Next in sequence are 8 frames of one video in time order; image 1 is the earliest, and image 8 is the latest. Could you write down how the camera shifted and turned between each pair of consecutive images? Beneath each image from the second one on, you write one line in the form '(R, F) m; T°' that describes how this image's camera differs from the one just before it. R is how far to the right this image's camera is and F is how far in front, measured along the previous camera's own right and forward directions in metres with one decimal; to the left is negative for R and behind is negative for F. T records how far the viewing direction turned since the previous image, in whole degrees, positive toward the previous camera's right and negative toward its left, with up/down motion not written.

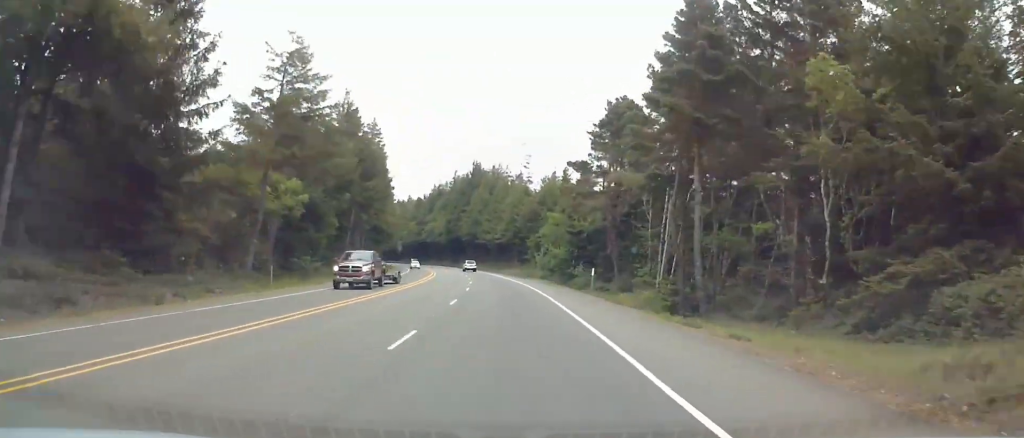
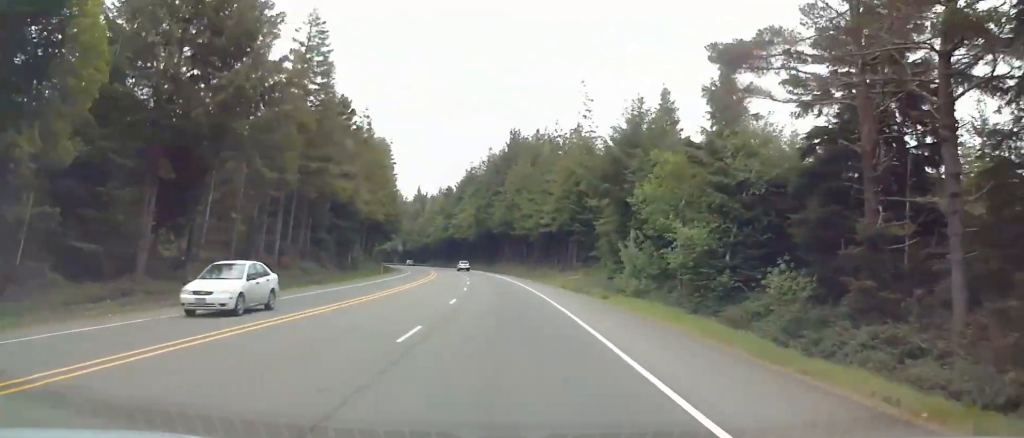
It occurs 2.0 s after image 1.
(-2.1, +48.7) m; -5°
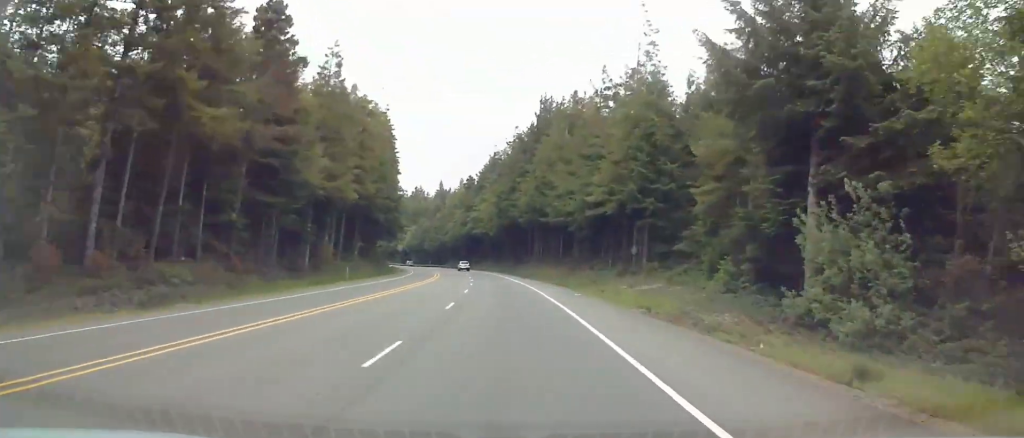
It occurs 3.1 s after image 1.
(-0.9, +27.7) m; -3°
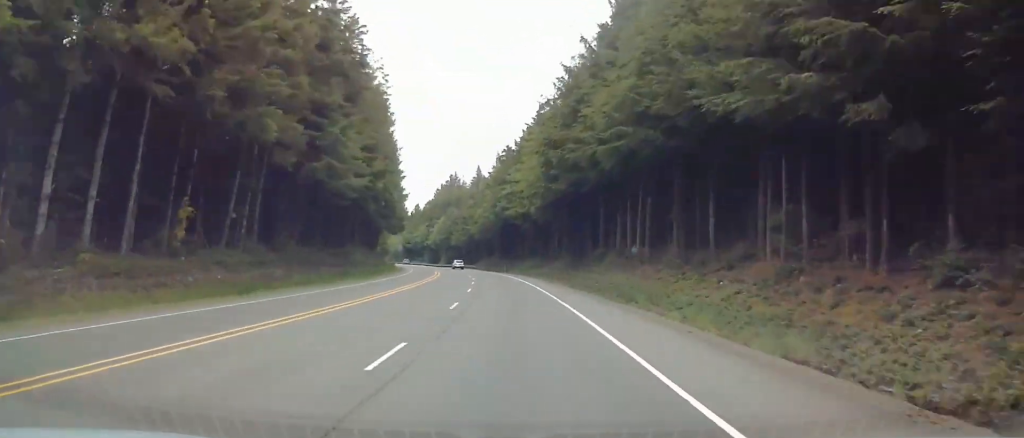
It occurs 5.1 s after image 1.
(-2.0, +49.2) m; -5°
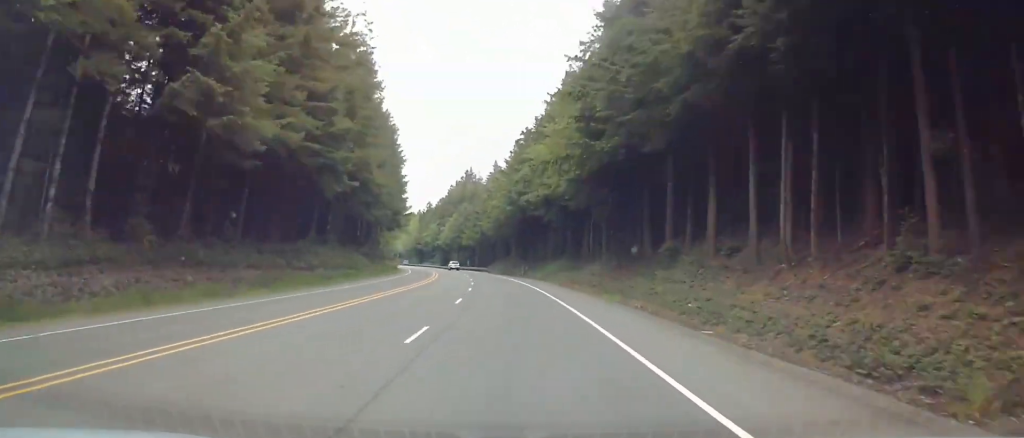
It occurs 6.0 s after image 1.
(-0.1, +21.5) m; -2°
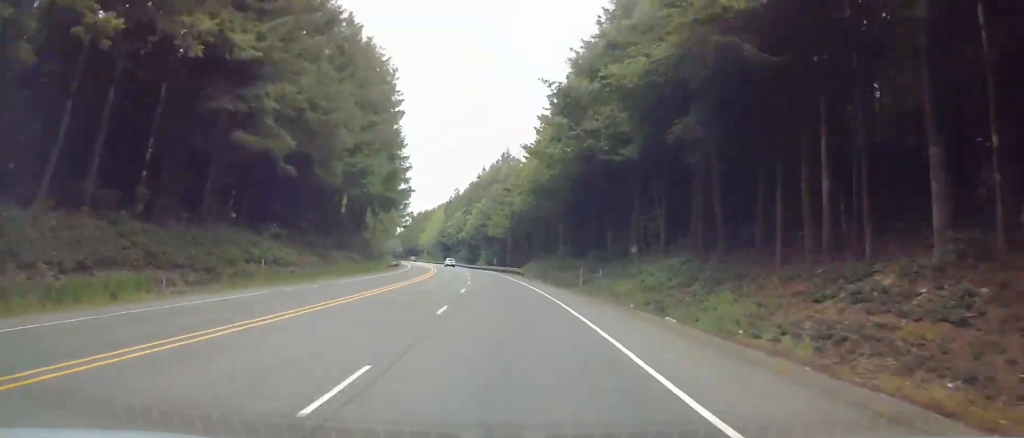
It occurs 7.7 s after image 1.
(-1.6, +42.9) m; -4°
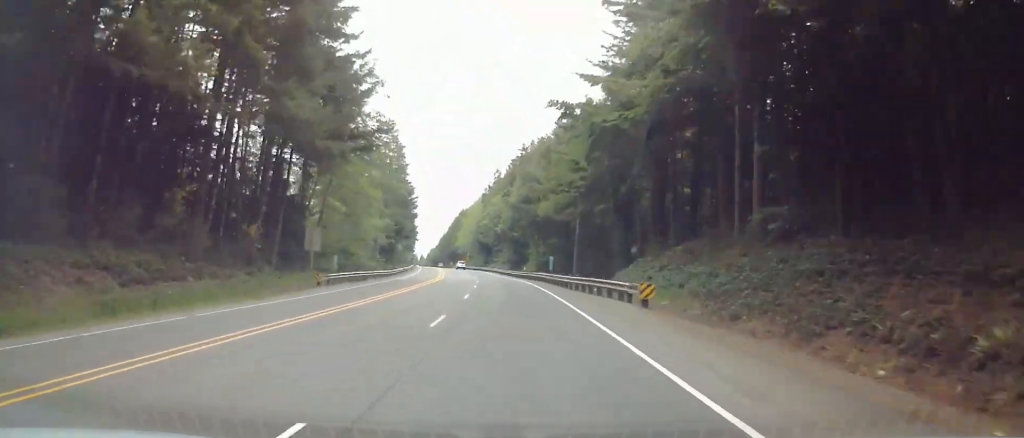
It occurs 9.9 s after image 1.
(-1.9, +52.9) m; -5°
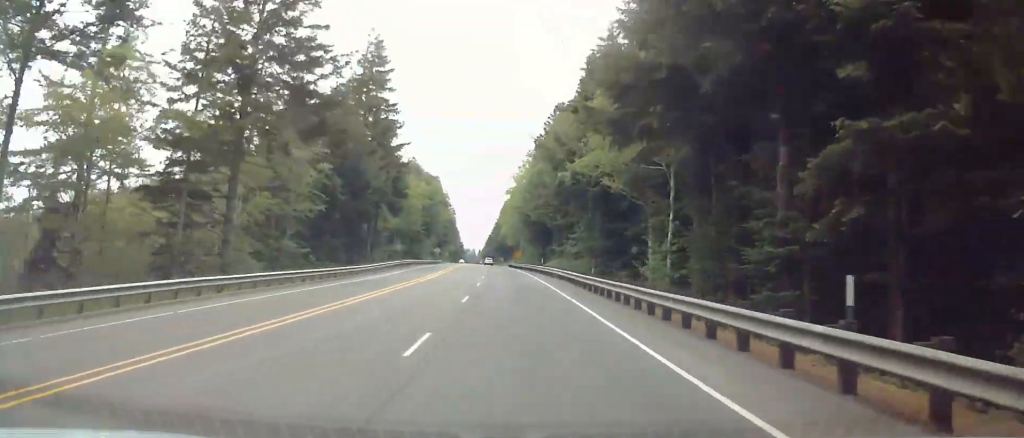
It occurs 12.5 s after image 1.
(-3.1, +66.4) m; -4°
